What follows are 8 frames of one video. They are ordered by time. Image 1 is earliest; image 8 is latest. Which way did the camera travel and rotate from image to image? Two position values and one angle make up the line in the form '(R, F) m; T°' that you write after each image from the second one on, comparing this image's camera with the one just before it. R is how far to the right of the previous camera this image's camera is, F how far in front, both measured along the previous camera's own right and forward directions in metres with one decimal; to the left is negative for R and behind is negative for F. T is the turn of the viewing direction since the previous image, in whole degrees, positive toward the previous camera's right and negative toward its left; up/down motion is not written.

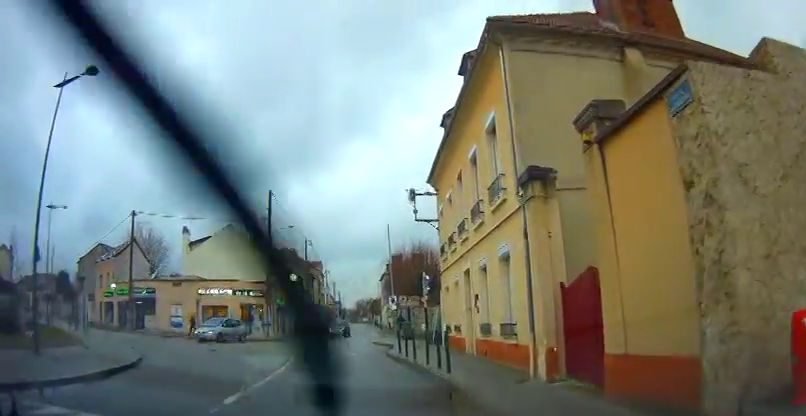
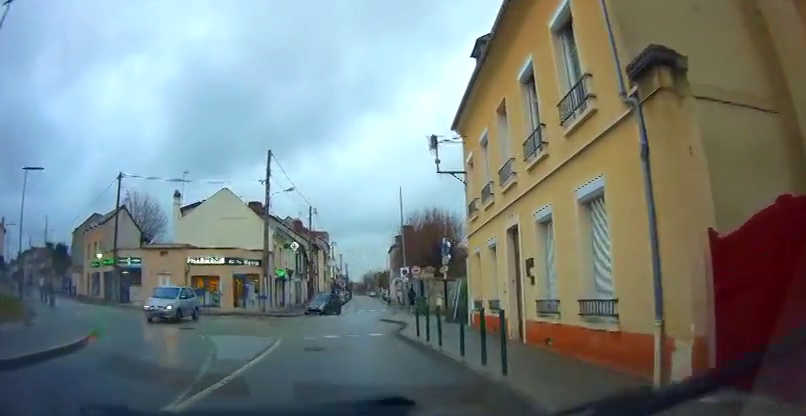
(0.0, +5.7) m; 0°
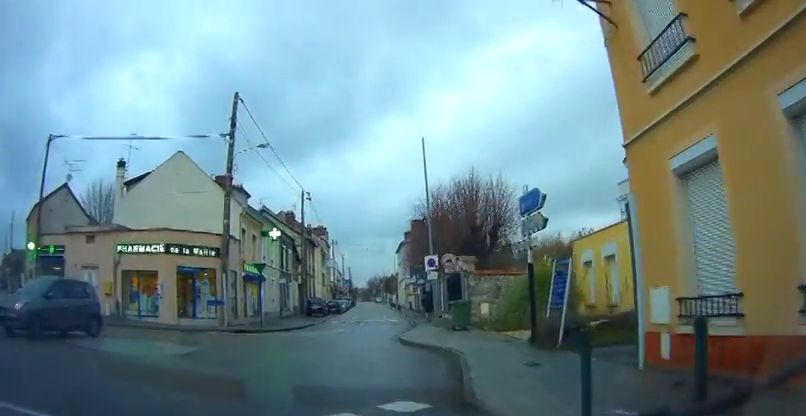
(0.0, +14.2) m; -1°
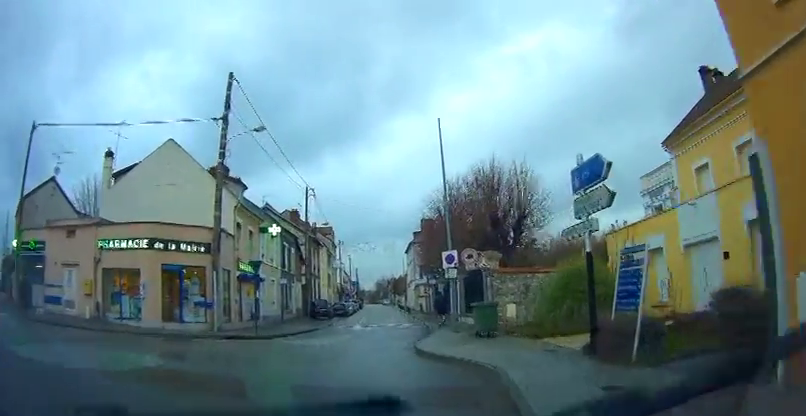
(0.0, +3.2) m; -1°
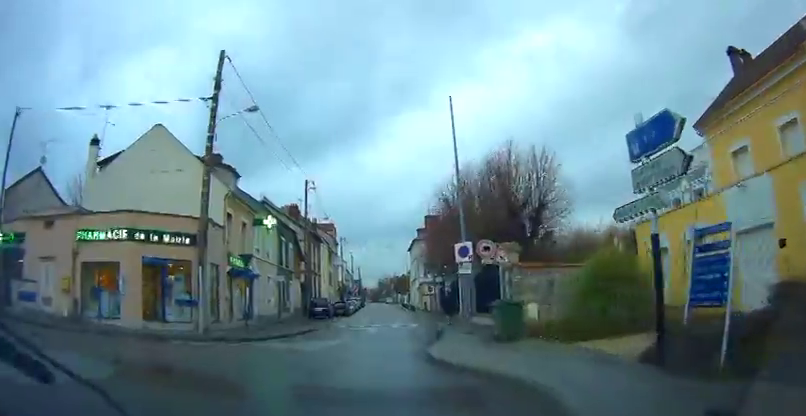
(0.0, +2.2) m; 0°
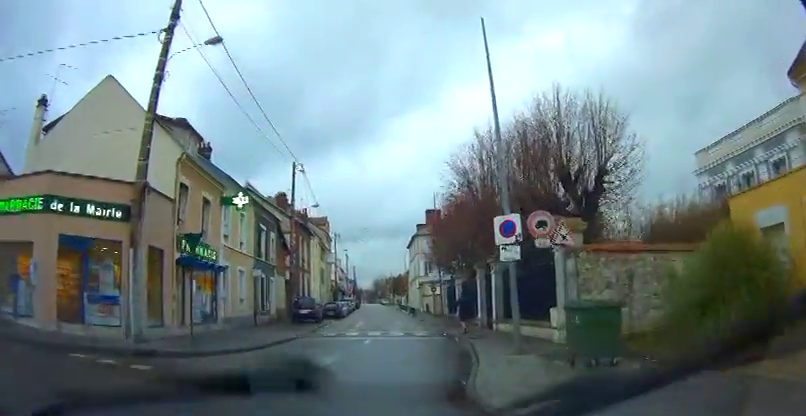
(0.0, +5.0) m; +1°
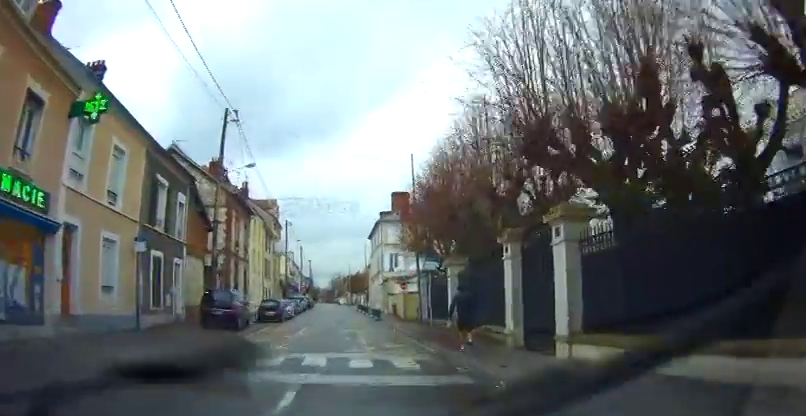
(+0.1, +7.4) m; +2°
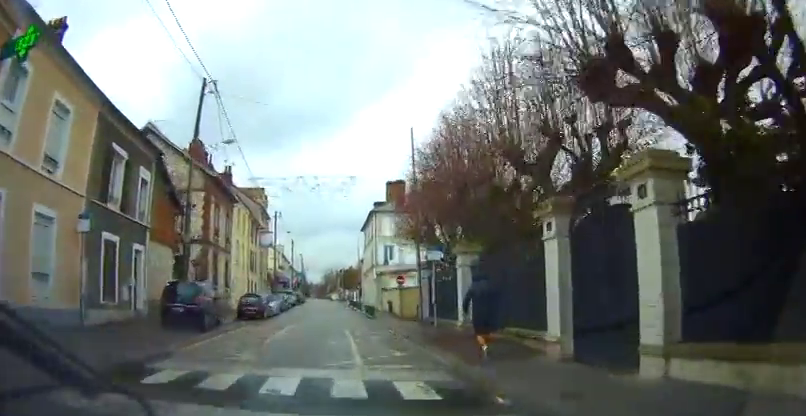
(0.0, +2.5) m; +1°
